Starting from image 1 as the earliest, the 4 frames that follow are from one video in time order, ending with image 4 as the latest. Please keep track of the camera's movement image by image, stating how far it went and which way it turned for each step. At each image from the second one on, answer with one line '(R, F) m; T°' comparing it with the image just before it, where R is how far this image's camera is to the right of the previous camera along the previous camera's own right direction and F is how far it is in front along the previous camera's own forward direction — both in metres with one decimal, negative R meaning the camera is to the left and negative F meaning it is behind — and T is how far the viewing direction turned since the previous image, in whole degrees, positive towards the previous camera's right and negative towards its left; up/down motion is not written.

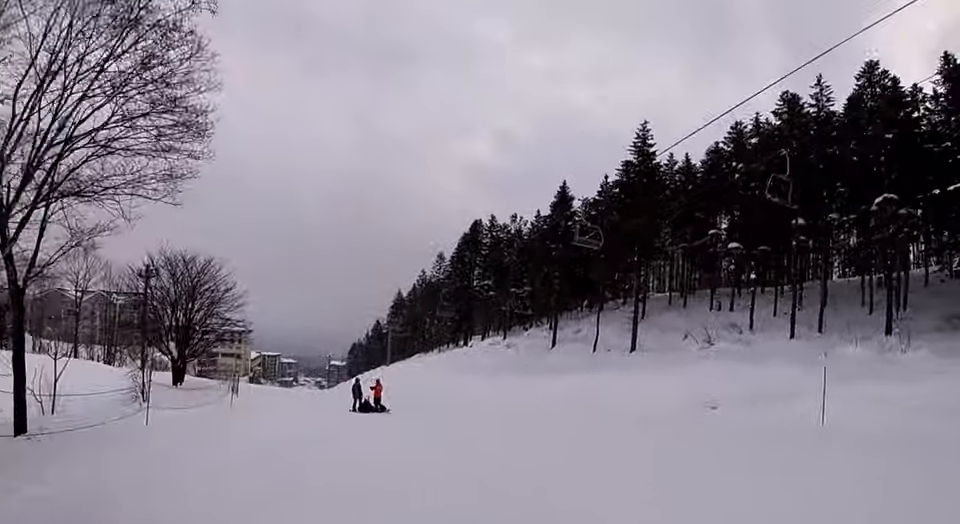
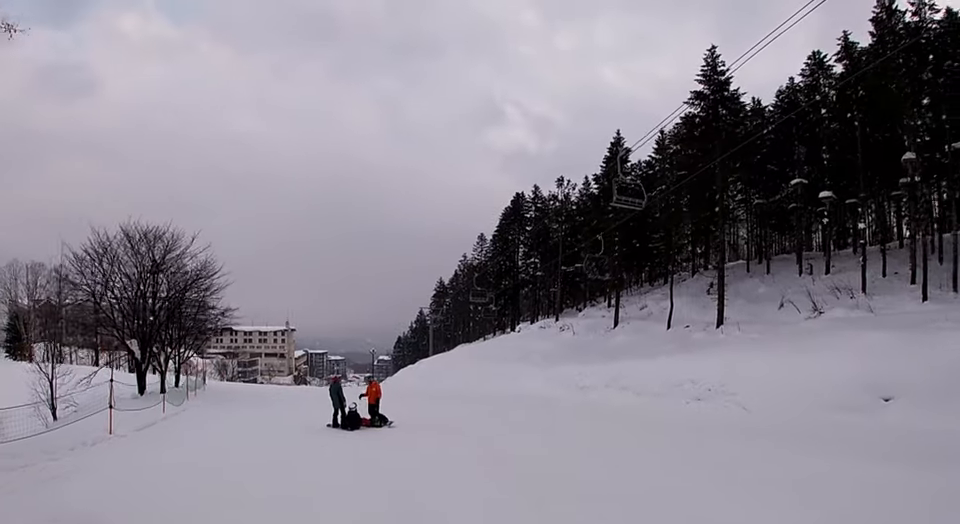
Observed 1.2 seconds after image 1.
(-0.4, +8.5) m; -10°
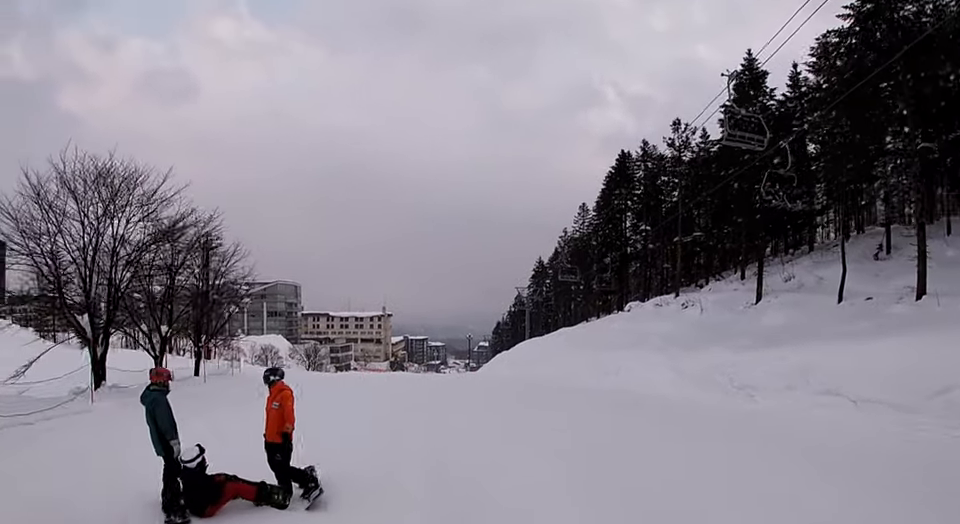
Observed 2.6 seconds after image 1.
(-1.2, +9.9) m; -7°
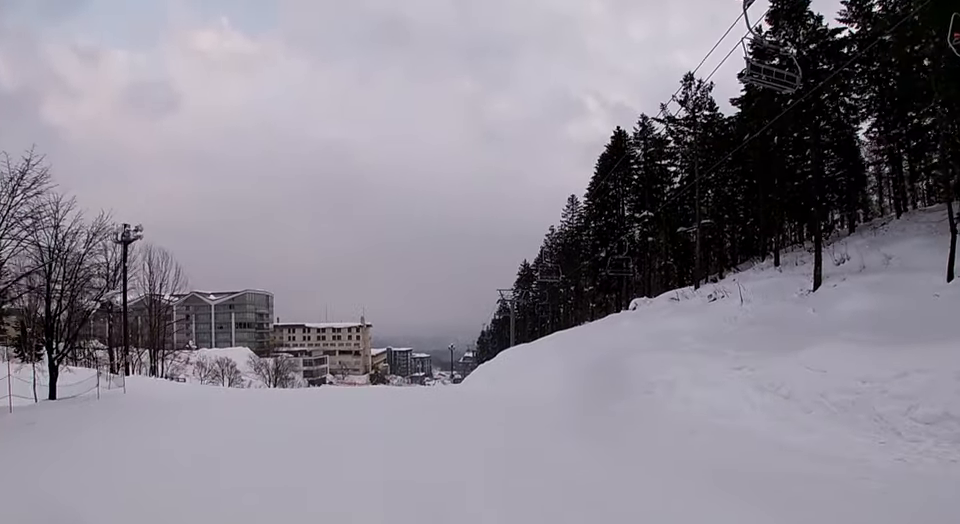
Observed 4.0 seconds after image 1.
(-0.1, +10.0) m; -7°
